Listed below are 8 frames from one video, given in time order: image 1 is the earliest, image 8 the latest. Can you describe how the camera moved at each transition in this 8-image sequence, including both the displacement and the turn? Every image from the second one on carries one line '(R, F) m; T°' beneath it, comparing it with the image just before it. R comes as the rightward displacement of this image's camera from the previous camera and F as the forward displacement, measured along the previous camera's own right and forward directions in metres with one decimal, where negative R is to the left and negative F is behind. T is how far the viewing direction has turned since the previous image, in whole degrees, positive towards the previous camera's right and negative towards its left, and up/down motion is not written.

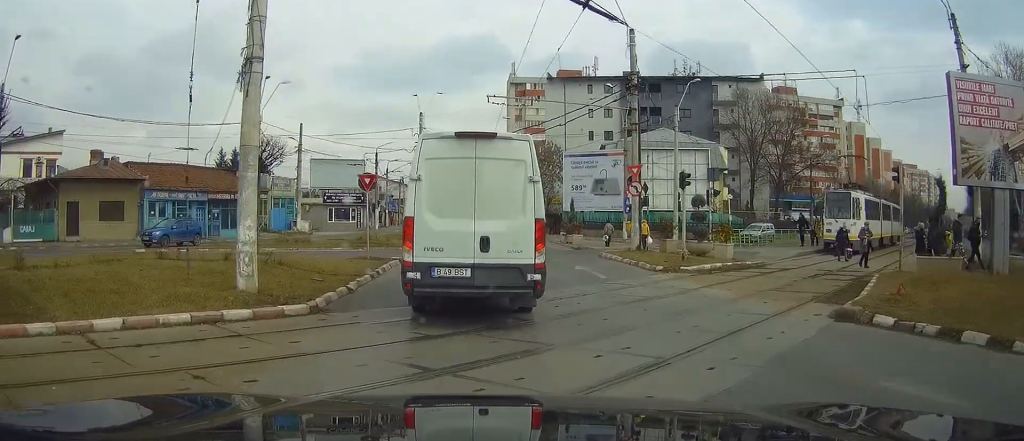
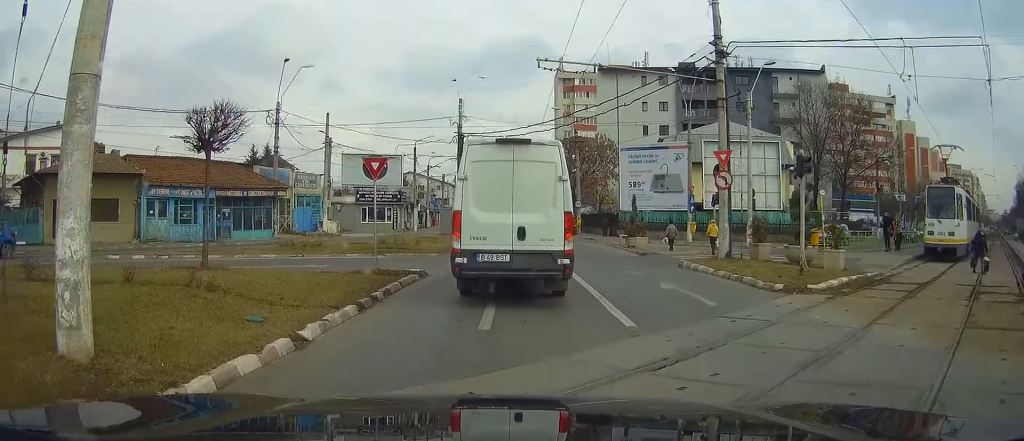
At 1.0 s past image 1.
(-0.2, +6.6) m; -3°
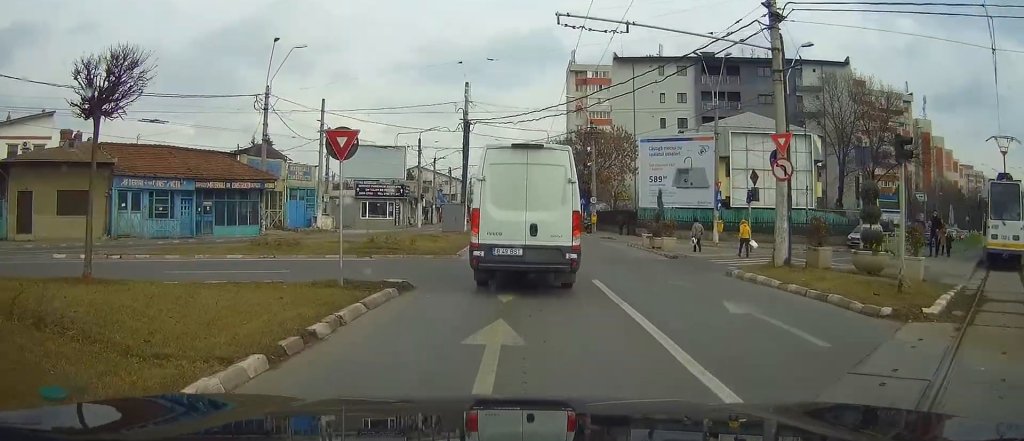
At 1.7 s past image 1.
(-0.1, +4.7) m; -1°
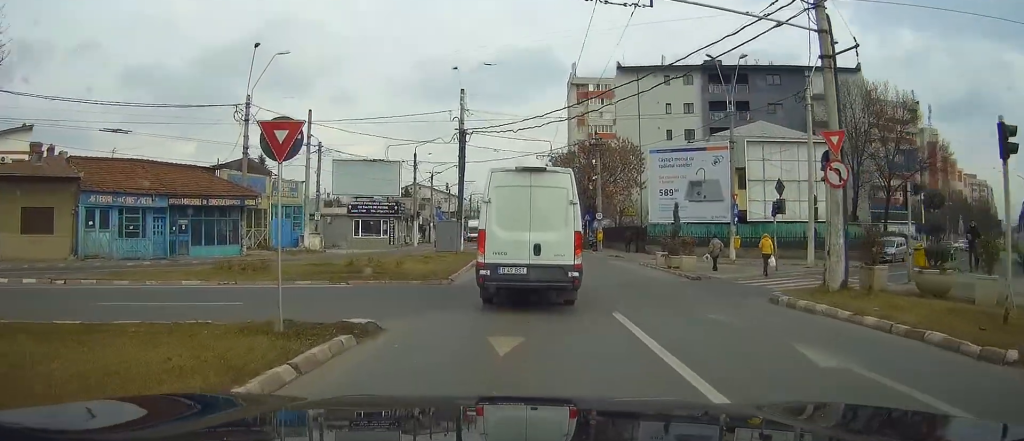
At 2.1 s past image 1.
(0.0, +4.1) m; 0°
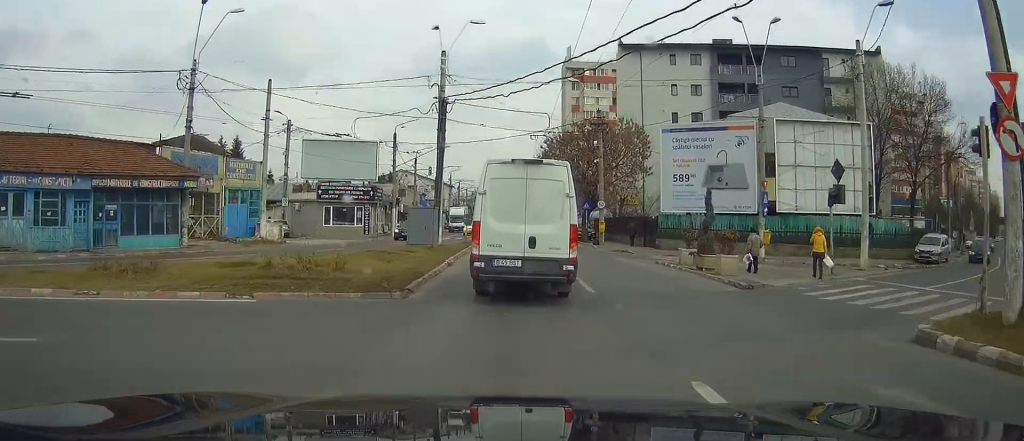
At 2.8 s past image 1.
(0.0, +7.3) m; 0°
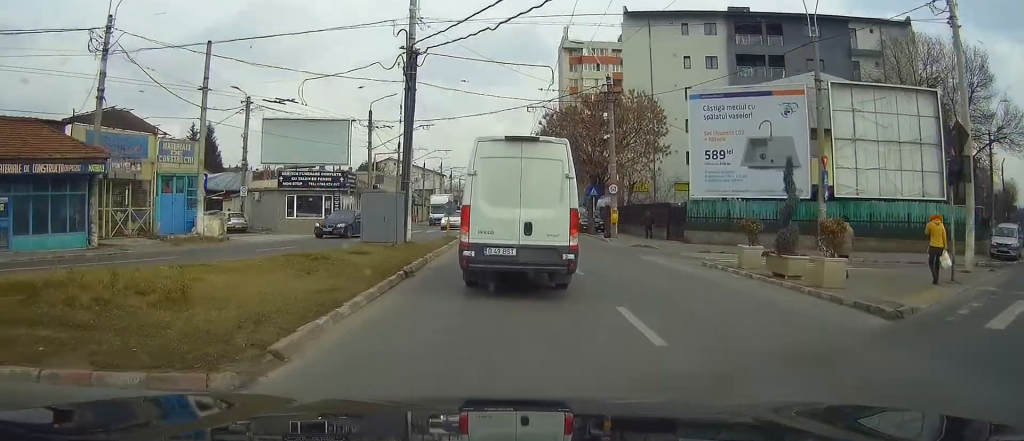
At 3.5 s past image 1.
(+0.1, +7.9) m; 0°
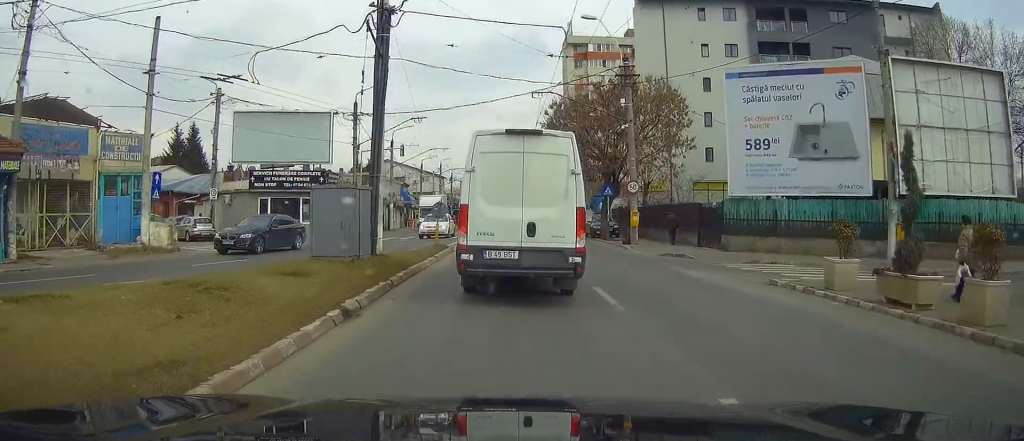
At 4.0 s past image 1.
(0.0, +5.8) m; 0°
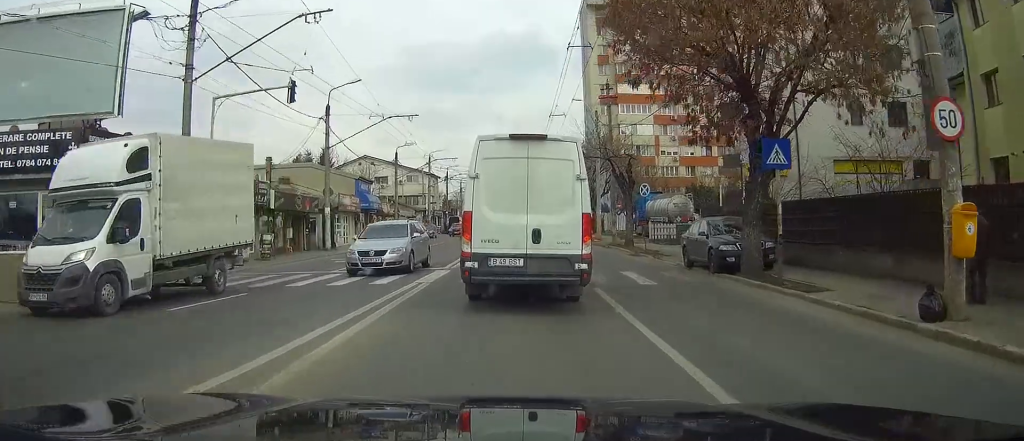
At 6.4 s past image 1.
(-0.1, +26.2) m; 0°
